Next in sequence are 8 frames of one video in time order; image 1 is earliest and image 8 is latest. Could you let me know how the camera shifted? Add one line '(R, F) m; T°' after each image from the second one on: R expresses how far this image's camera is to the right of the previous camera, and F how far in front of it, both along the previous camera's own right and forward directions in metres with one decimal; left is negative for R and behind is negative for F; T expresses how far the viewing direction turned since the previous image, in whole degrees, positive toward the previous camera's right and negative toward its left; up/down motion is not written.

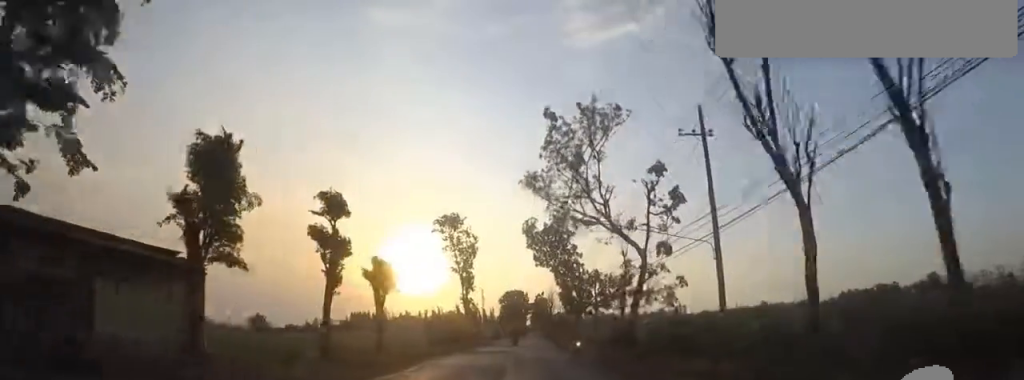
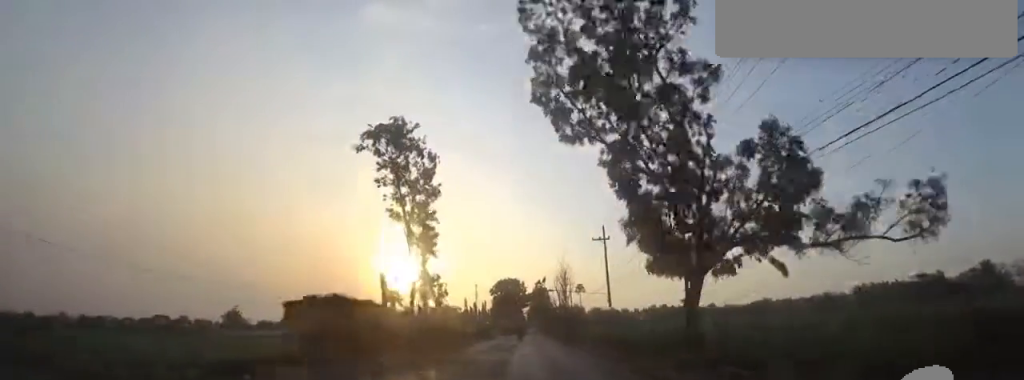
(+0.3, +25.1) m; 0°
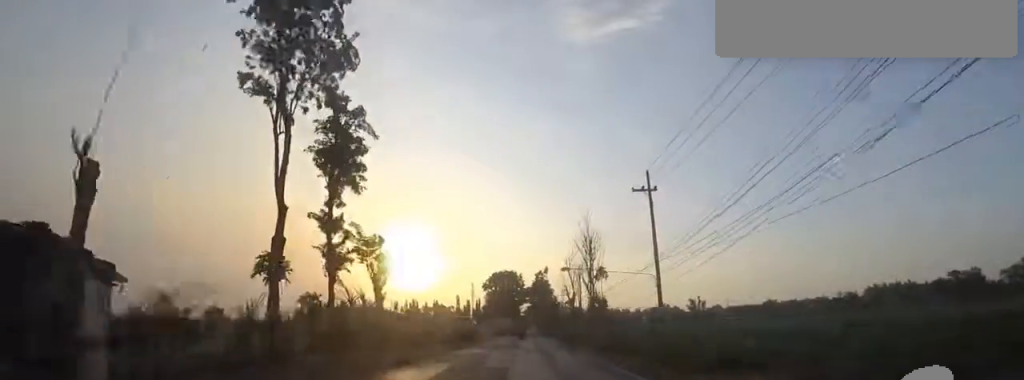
(0.0, +17.3) m; -3°
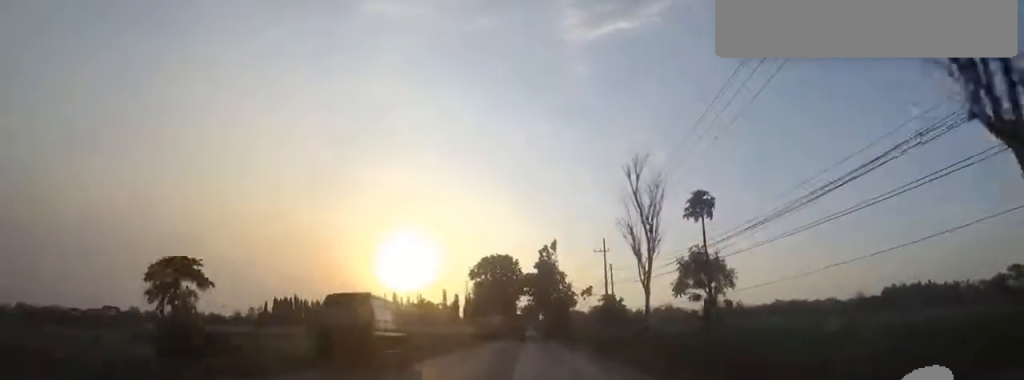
(-0.8, +25.2) m; +1°
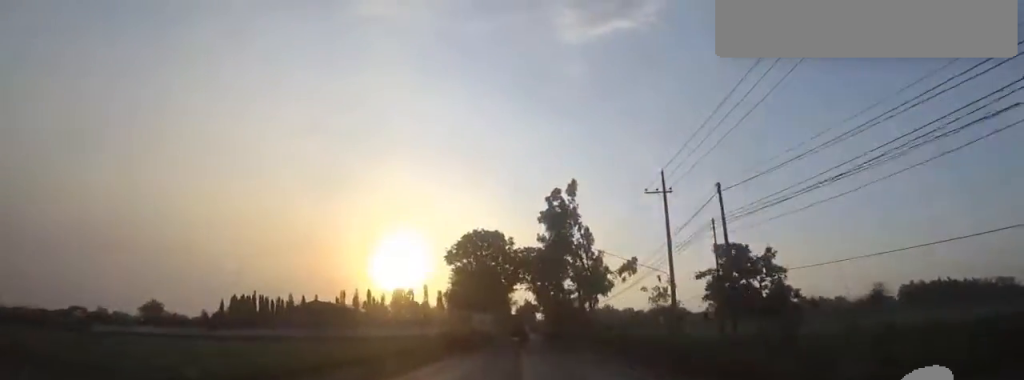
(+1.1, +24.2) m; +3°
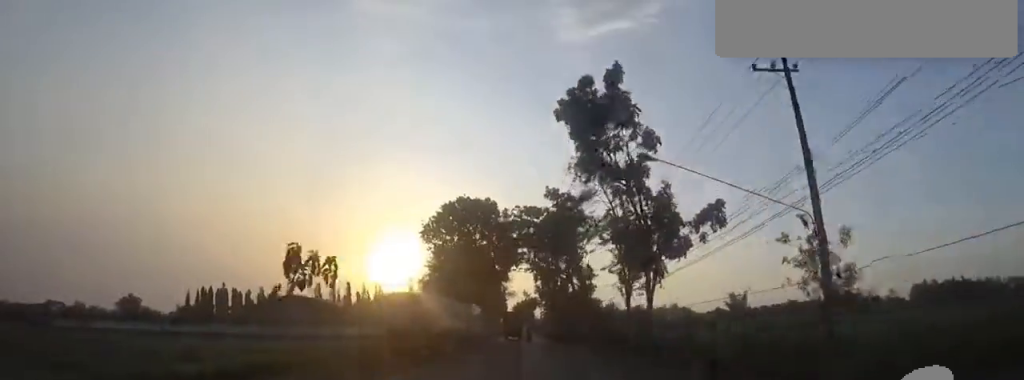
(0.0, +15.6) m; 0°
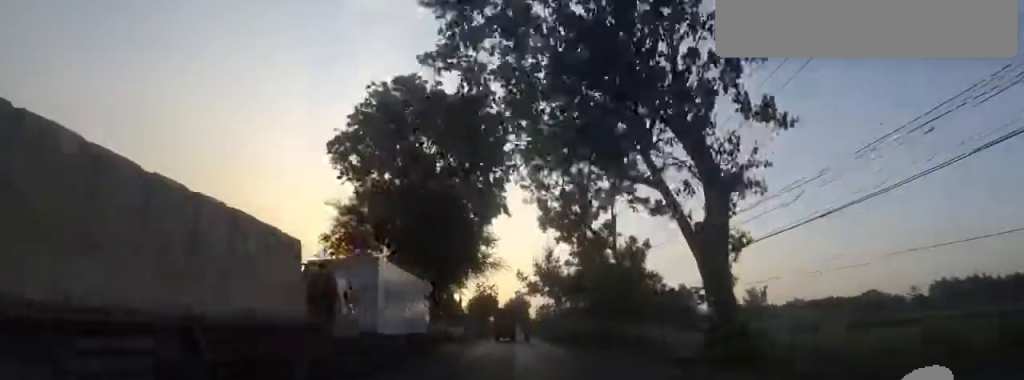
(0.0, +23.9) m; 0°
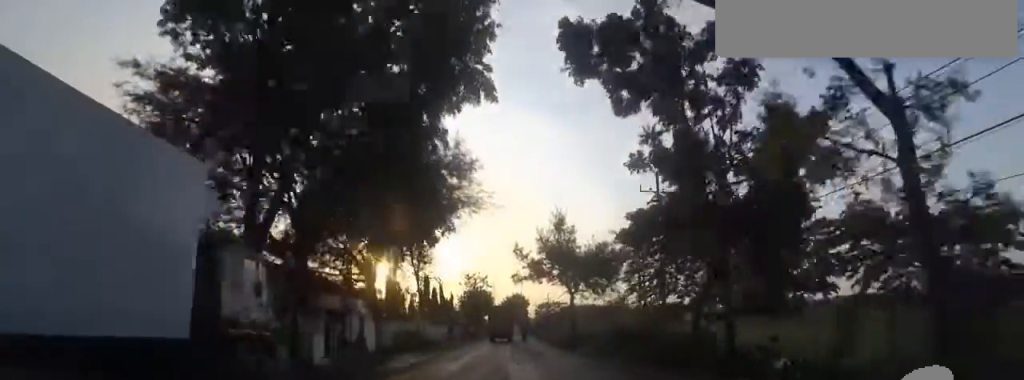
(0.0, +15.2) m; 0°
